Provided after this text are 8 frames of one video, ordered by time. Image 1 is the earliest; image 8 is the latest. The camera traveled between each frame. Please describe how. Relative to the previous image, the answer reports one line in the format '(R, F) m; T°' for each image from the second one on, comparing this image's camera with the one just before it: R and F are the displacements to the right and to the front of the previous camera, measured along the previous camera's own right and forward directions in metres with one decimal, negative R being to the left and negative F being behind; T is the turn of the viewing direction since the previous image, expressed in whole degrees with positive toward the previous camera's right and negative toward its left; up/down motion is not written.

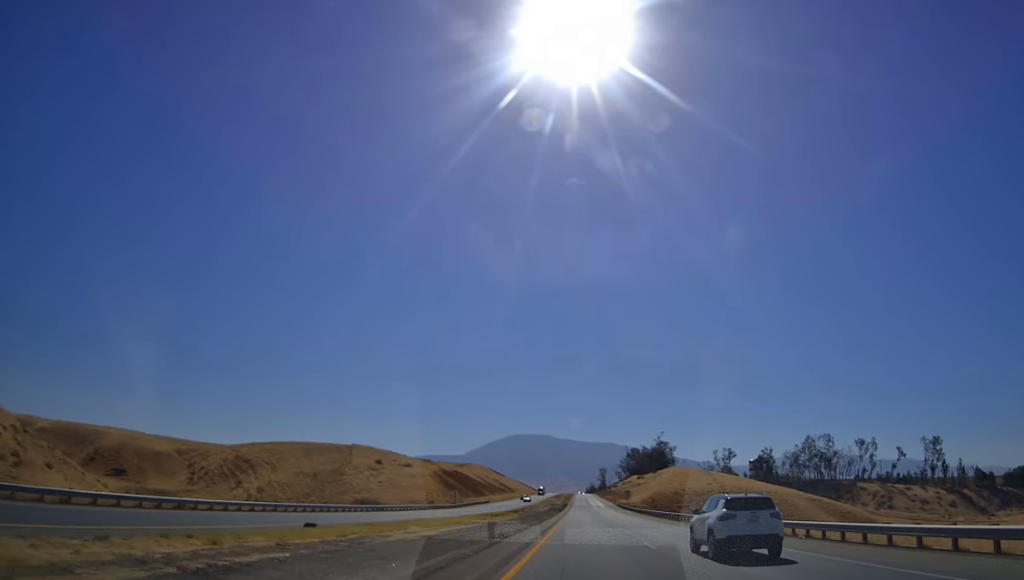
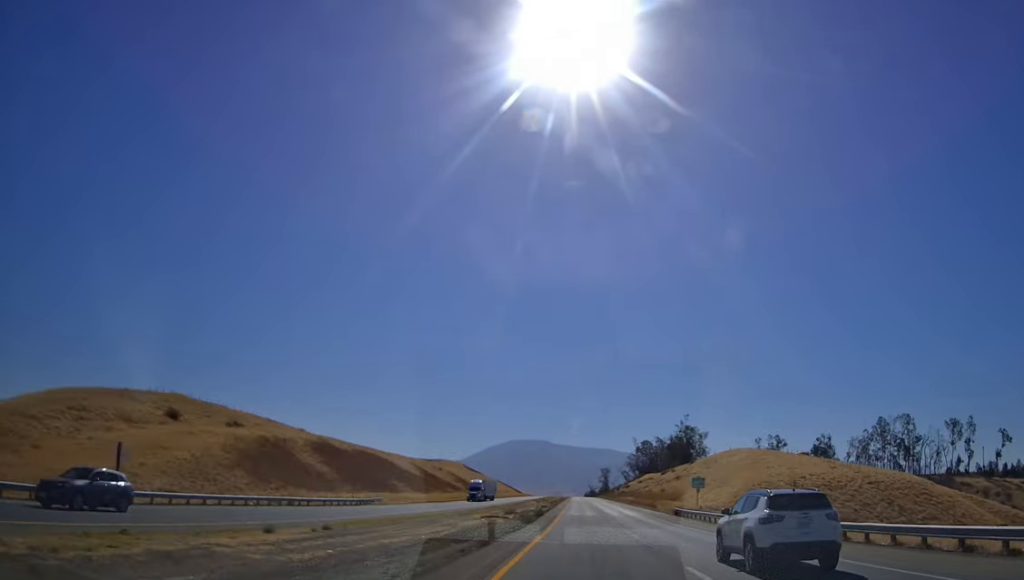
(-0.4, +99.5) m; 0°
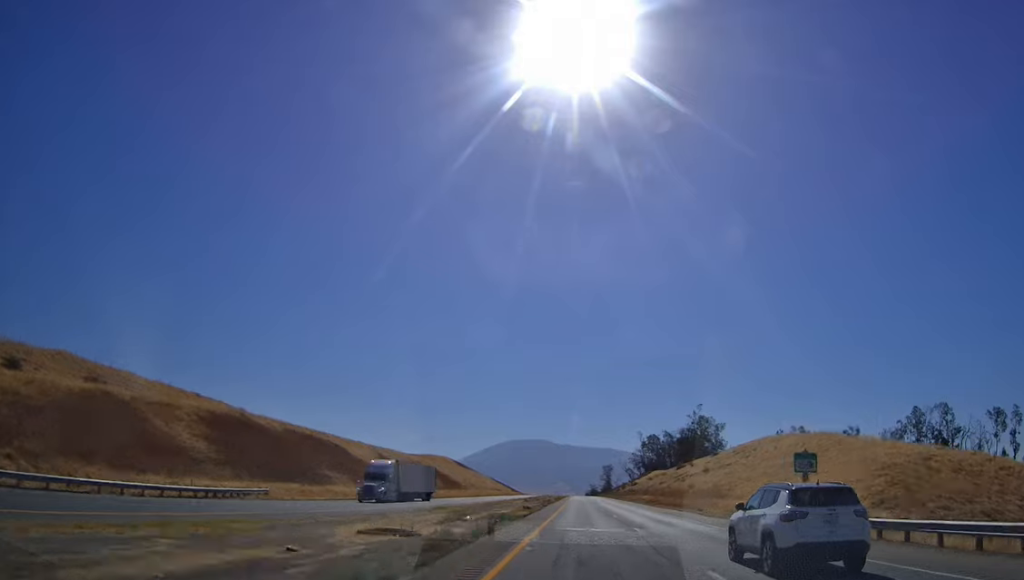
(+0.3, +32.4) m; 0°
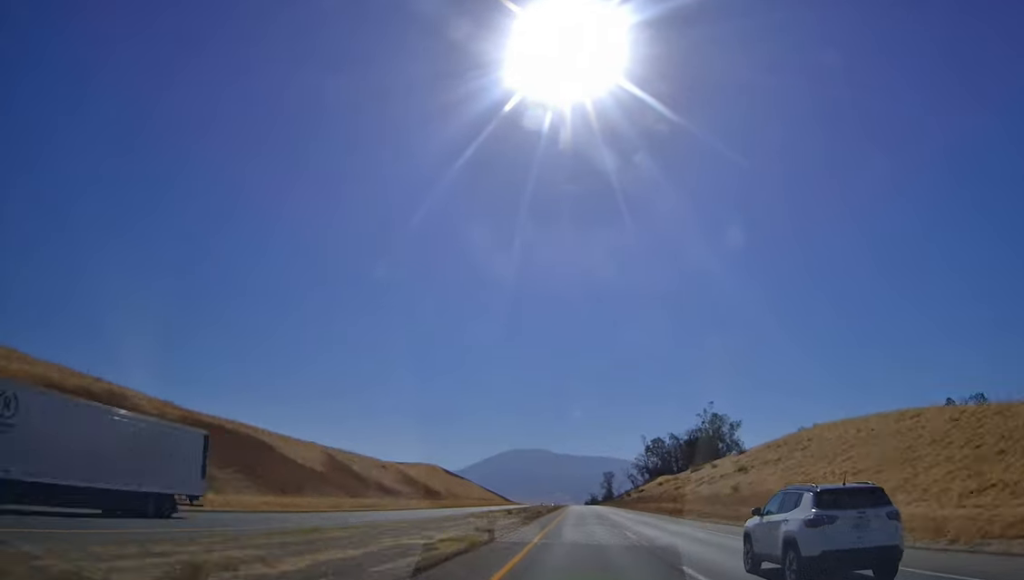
(+0.1, +27.9) m; 0°
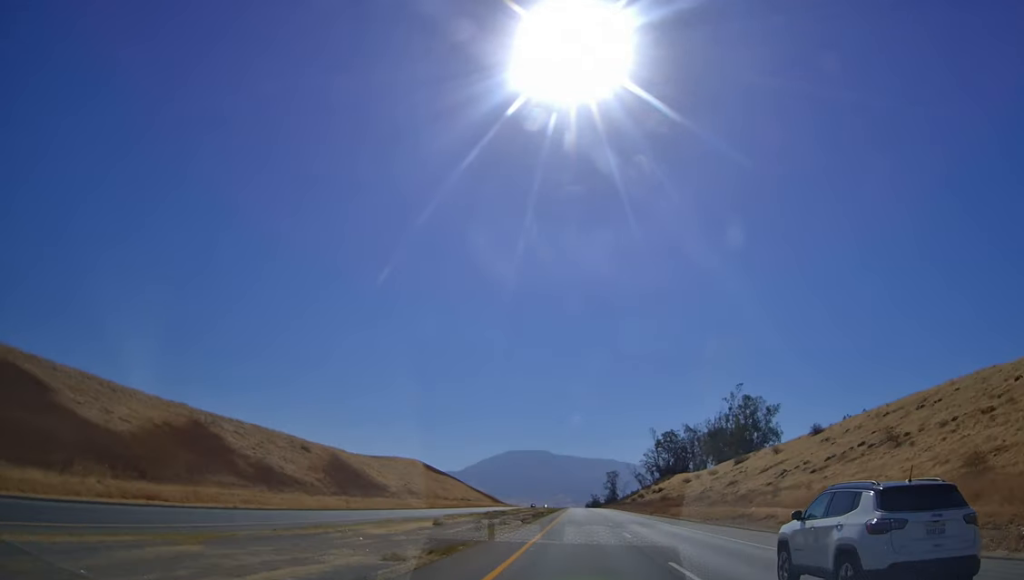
(-0.4, +44.7) m; 0°
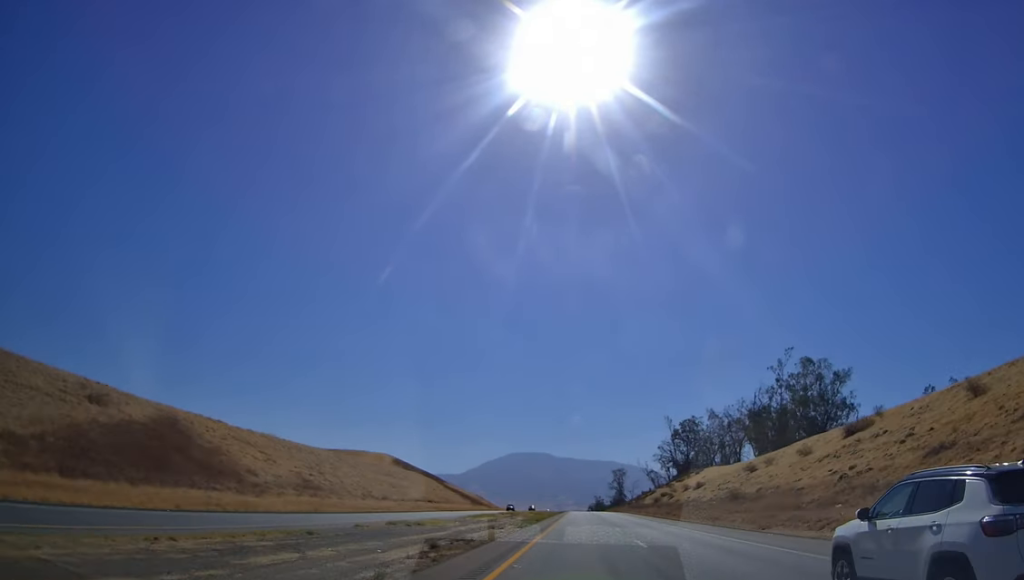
(+0.1, +51.4) m; 0°
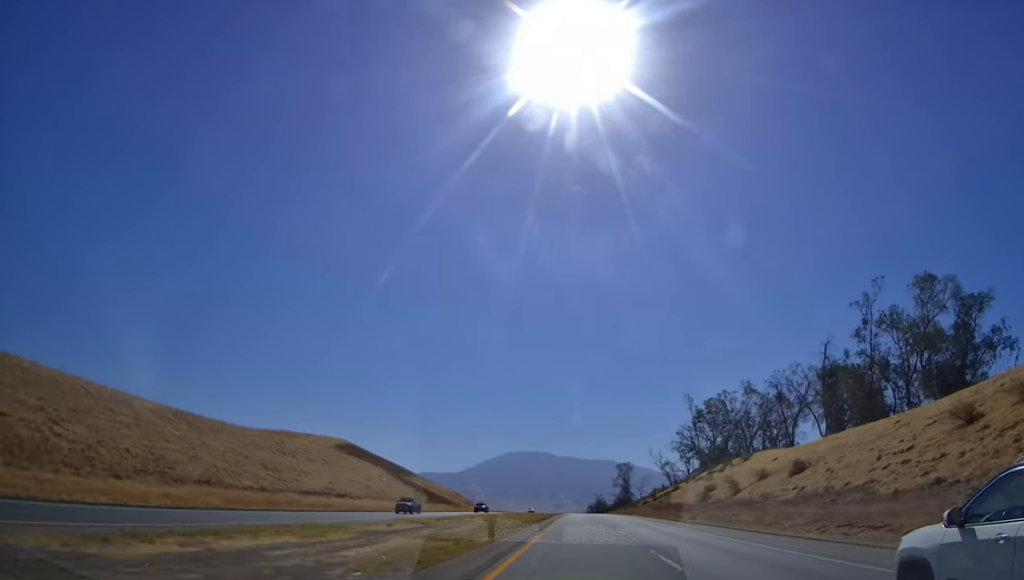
(+0.3, +51.9) m; 0°
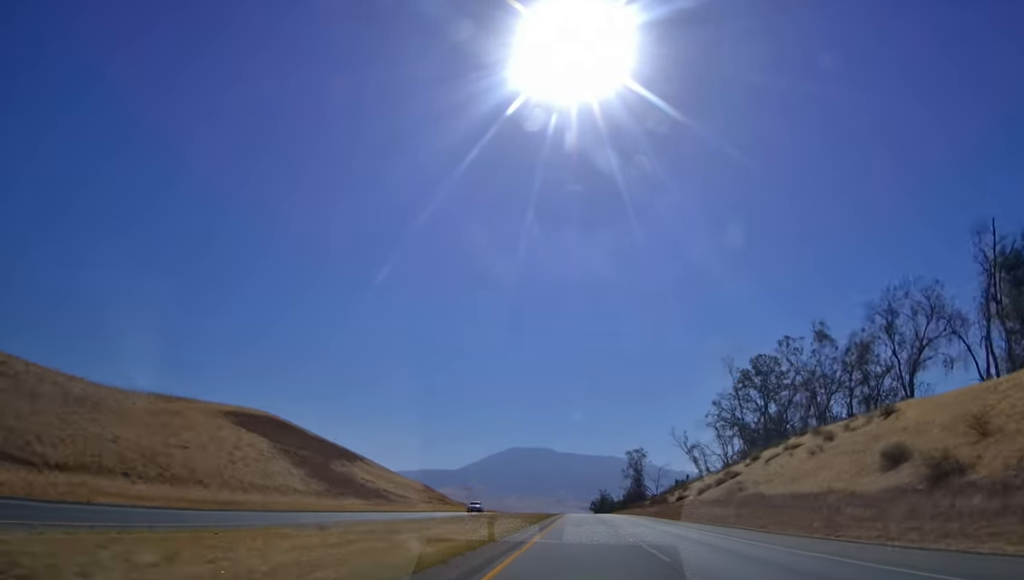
(+0.3, +52.7) m; 0°
